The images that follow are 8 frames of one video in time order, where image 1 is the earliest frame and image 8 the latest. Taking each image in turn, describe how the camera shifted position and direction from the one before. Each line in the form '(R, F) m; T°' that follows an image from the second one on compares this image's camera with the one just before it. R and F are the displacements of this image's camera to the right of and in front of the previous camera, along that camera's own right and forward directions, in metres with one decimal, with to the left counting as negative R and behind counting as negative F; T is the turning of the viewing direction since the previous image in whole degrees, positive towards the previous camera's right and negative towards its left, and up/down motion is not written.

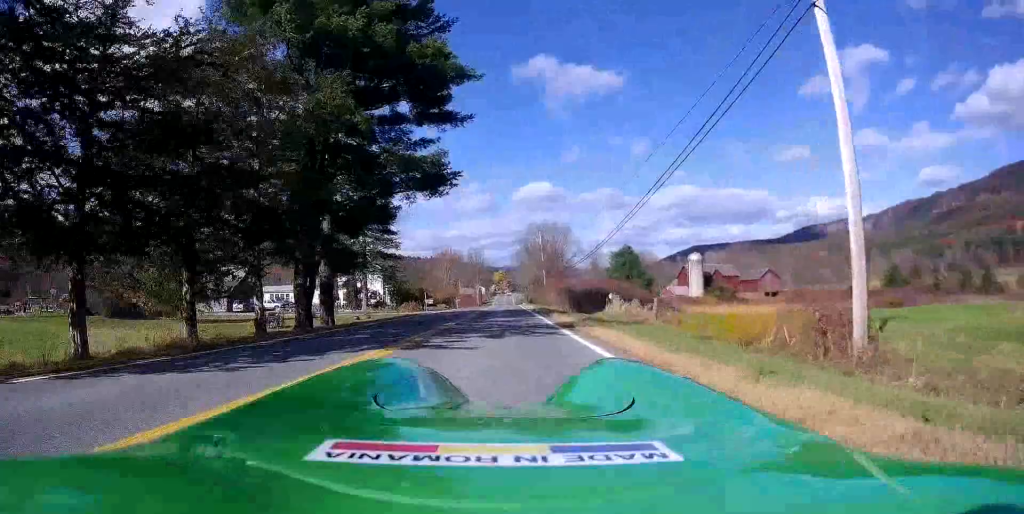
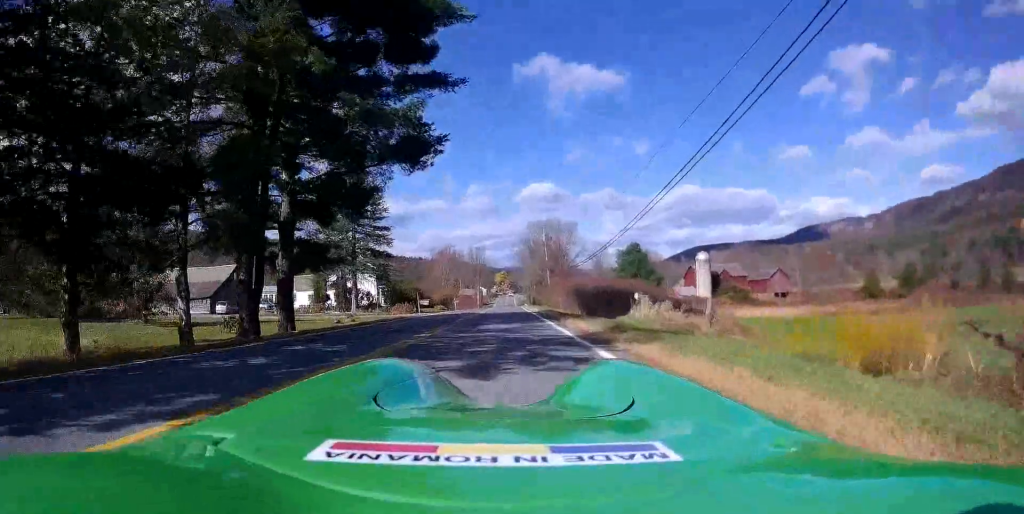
(-0.1, +5.6) m; 0°
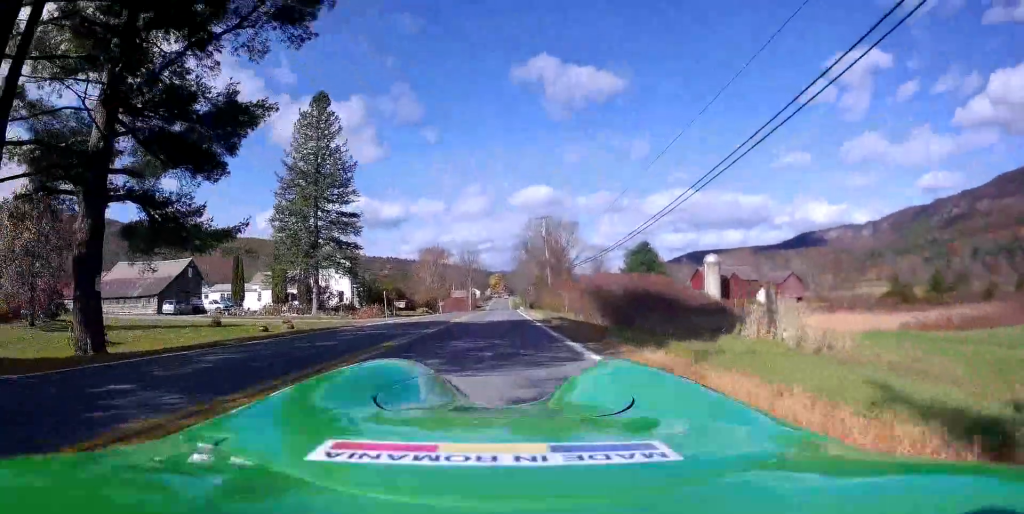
(+0.1, +11.6) m; +1°
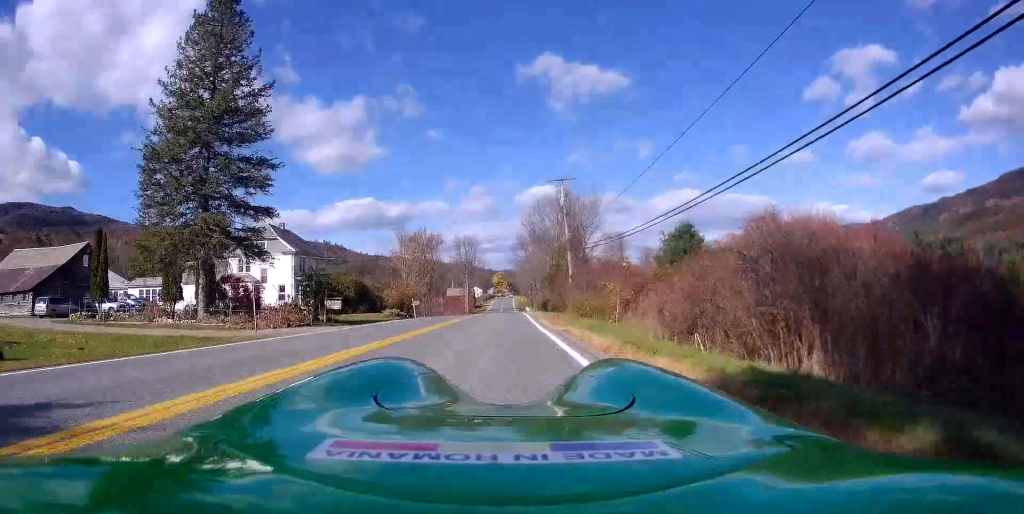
(-0.5, +22.4) m; -2°
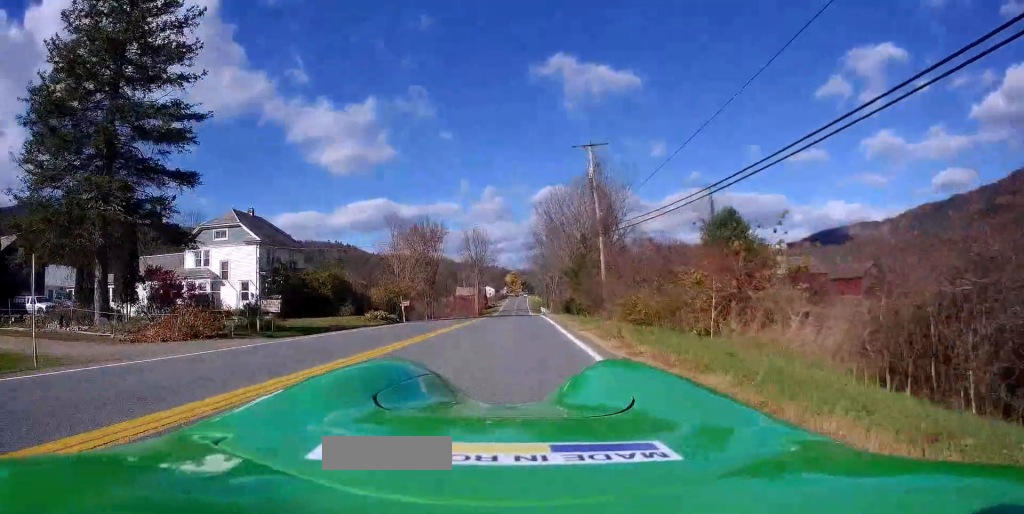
(+0.1, +11.1) m; -5°
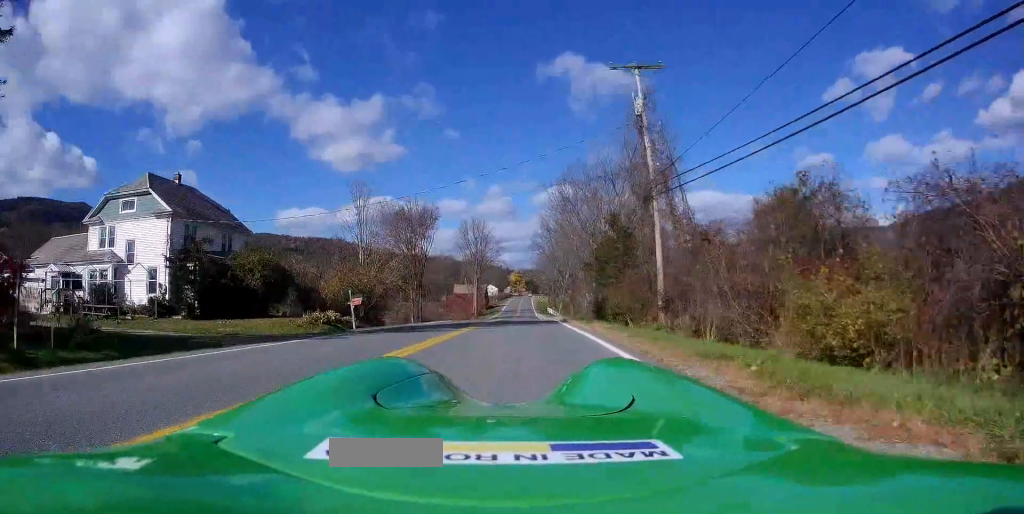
(-1.9, +14.0) m; +4°
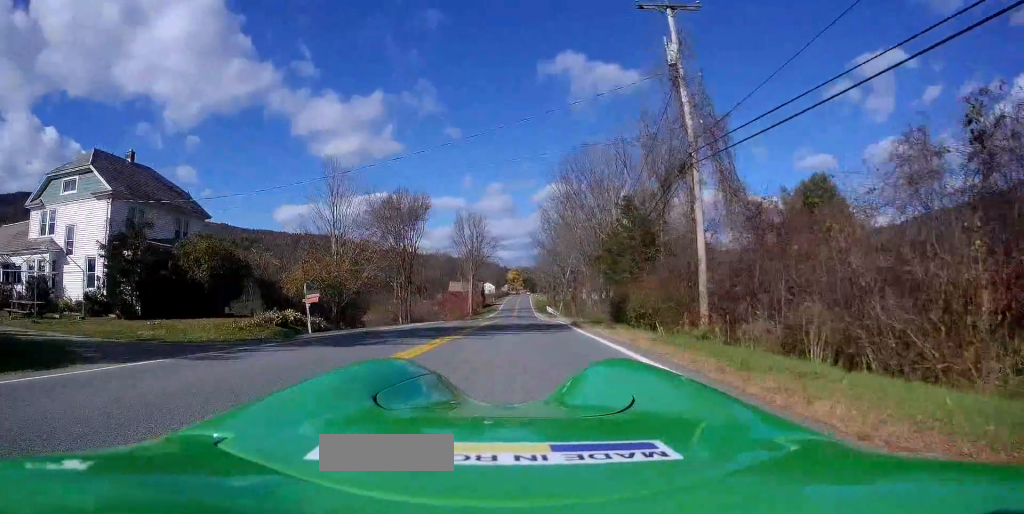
(+1.3, +5.5) m; +6°
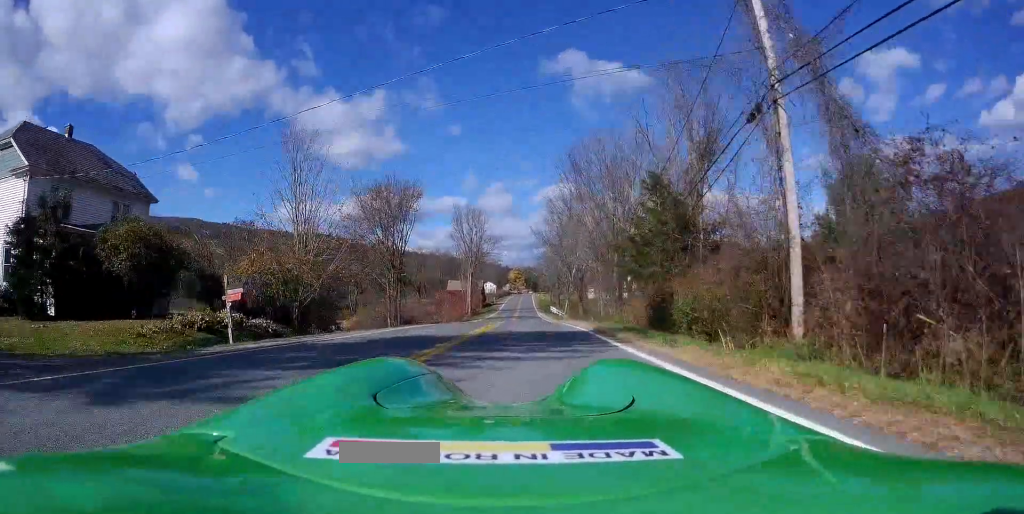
(+1.7, +6.0) m; +4°
